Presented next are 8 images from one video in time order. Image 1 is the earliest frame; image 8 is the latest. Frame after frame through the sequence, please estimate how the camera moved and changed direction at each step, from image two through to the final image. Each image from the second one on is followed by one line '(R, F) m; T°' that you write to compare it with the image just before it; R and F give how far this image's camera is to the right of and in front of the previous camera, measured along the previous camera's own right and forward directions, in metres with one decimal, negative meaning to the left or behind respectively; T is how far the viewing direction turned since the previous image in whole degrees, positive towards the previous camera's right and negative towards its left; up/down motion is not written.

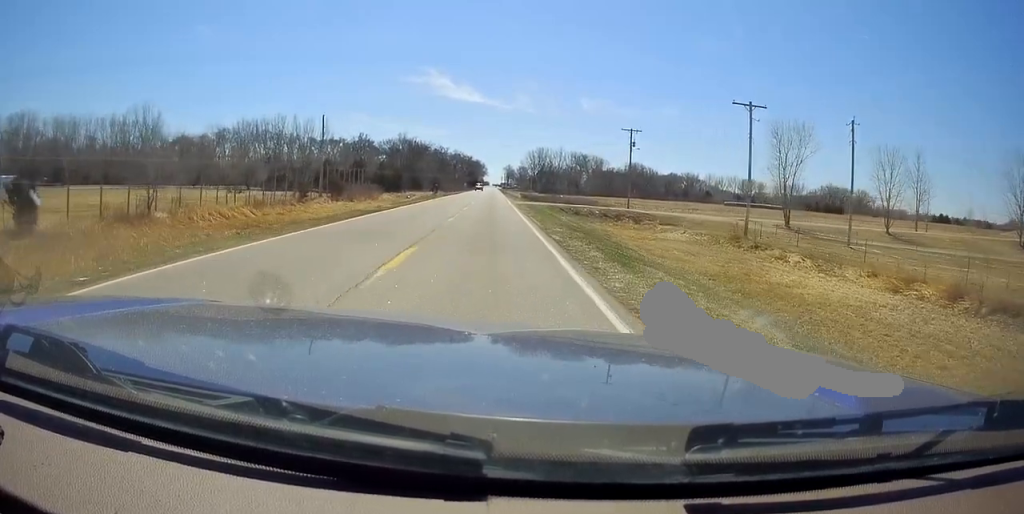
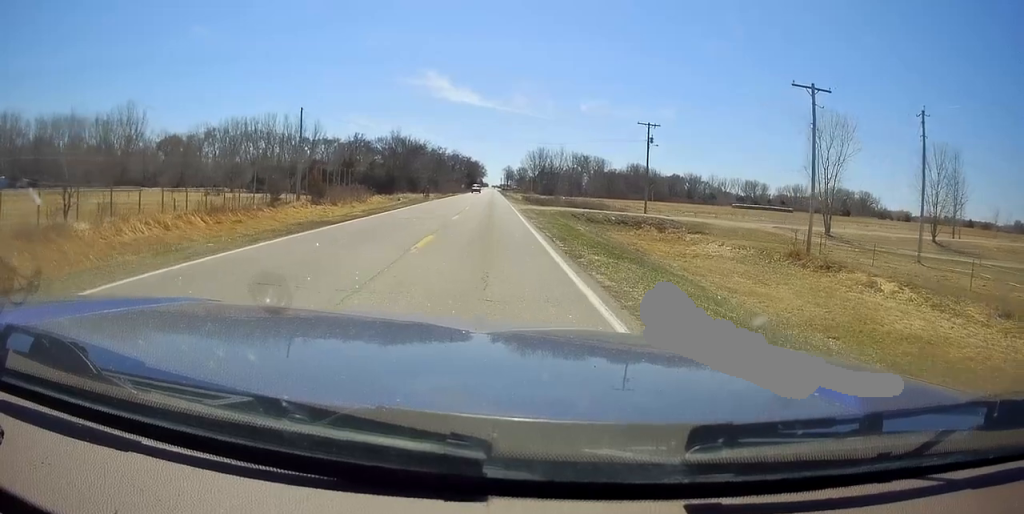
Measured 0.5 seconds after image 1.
(0.0, +8.1) m; 0°
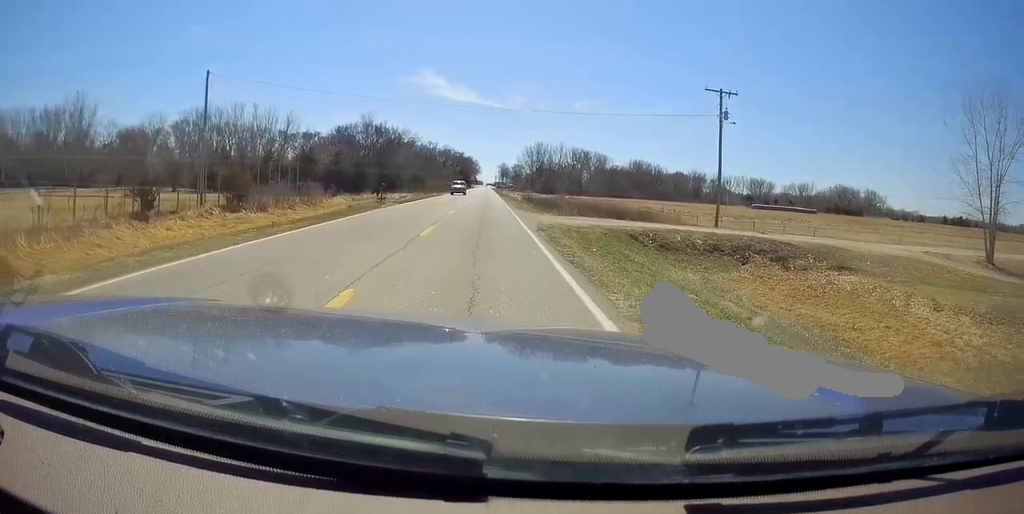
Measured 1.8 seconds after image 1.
(0.0, +21.4) m; 0°
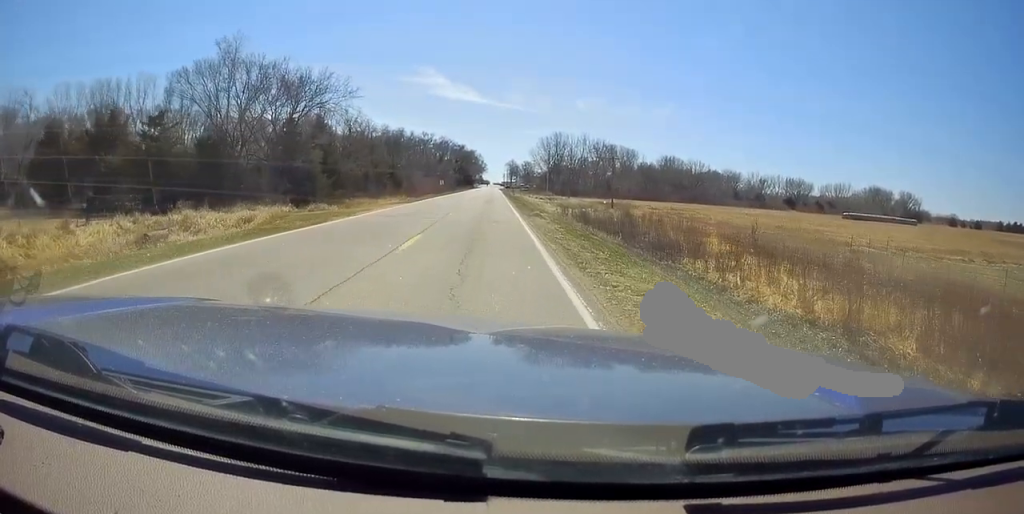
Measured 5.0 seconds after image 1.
(0.0, +51.0) m; 0°
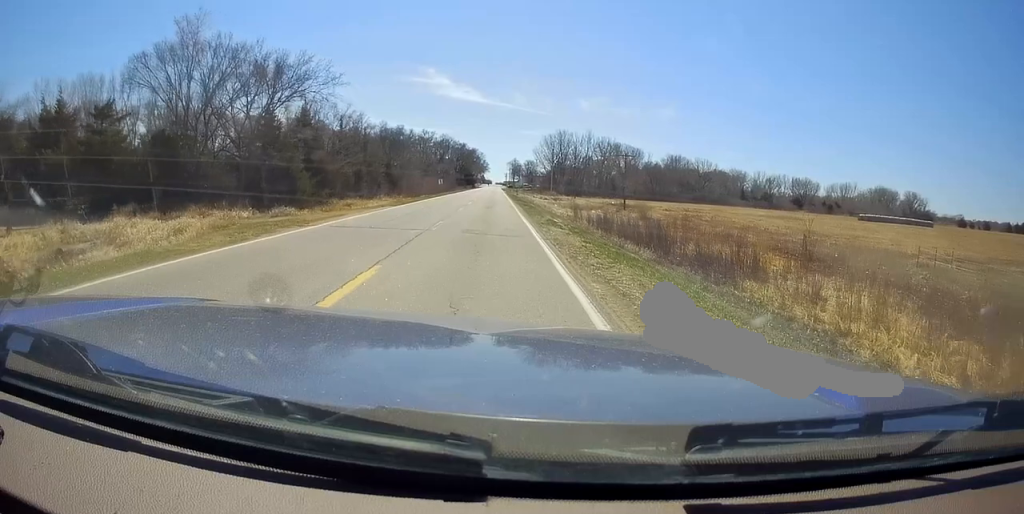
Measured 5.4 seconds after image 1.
(0.0, +6.5) m; 0°
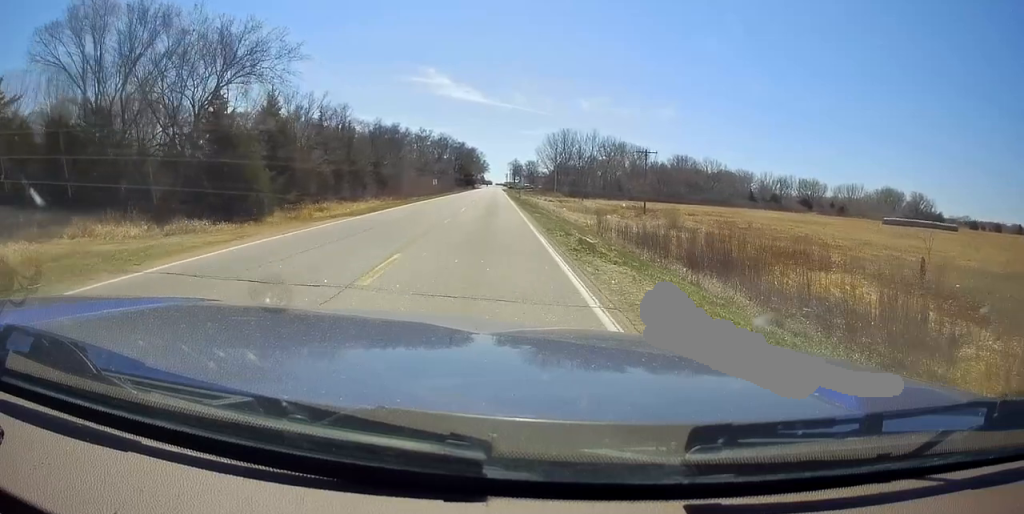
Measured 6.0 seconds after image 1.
(0.0, +10.0) m; 0°
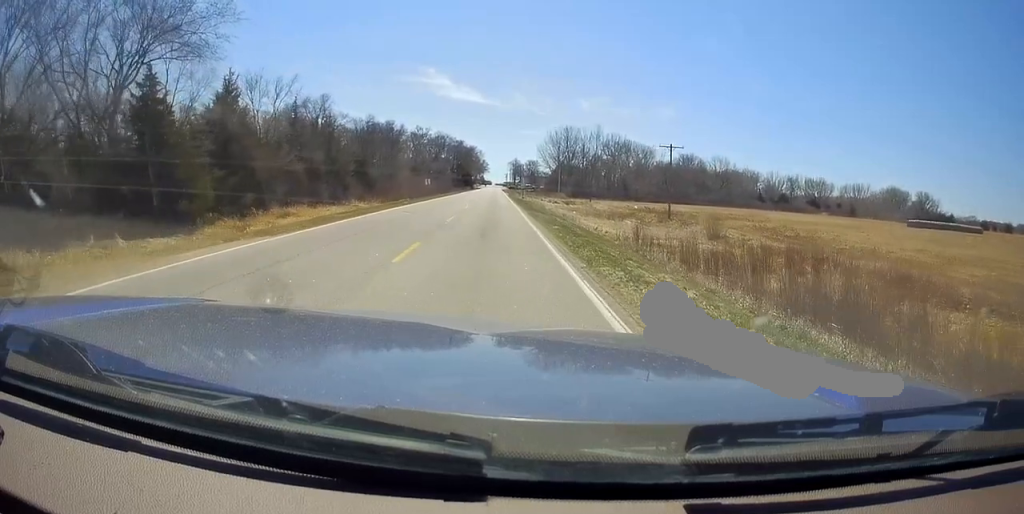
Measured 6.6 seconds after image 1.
(0.0, +9.4) m; 0°
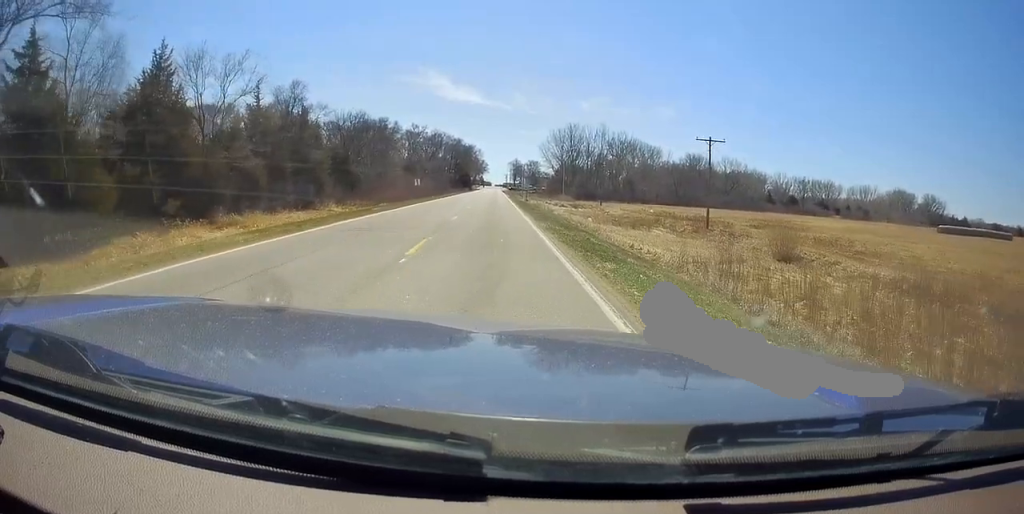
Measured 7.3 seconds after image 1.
(0.0, +10.4) m; 0°
